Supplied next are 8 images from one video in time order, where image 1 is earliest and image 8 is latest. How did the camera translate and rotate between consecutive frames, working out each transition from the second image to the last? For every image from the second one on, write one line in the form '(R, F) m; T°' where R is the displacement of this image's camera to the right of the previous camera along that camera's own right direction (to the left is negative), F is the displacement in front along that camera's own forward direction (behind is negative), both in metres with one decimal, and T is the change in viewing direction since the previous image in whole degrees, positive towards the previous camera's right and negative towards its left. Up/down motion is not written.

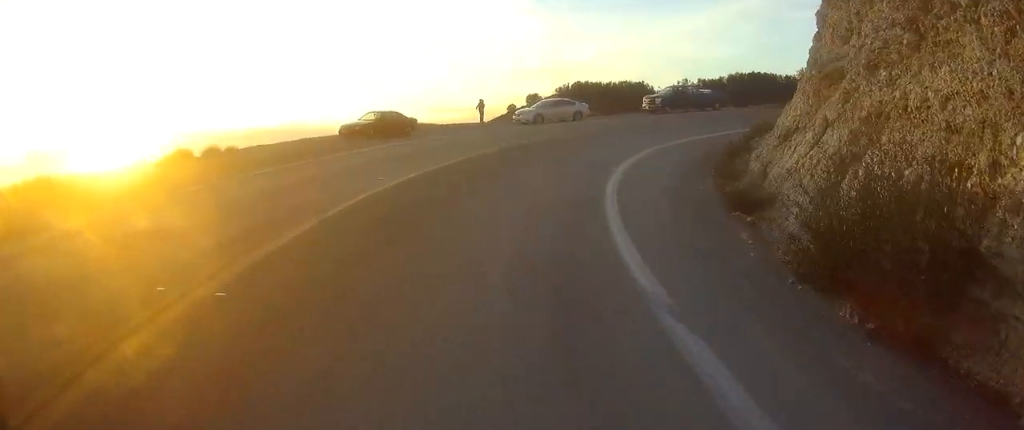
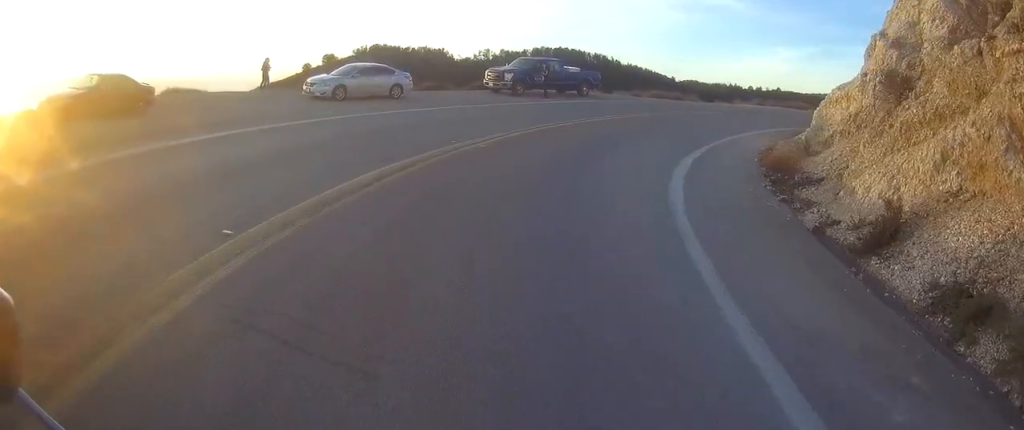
(+0.5, +15.1) m; +5°
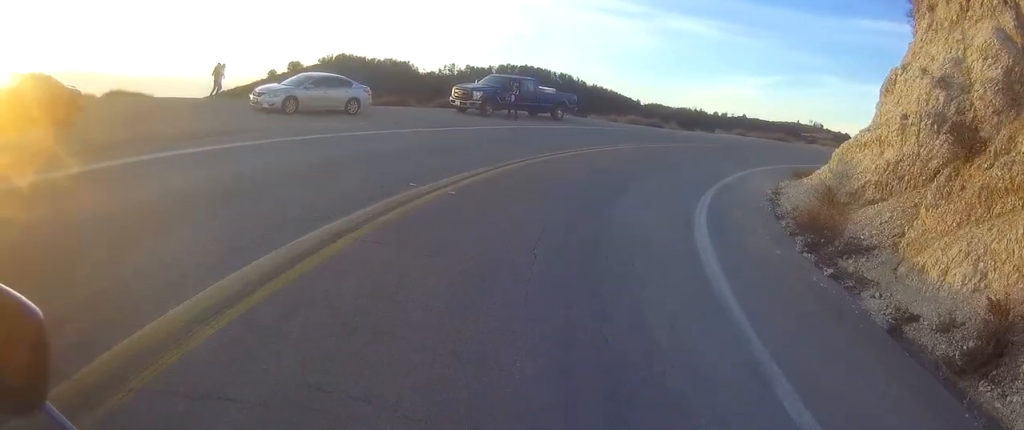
(0.0, +3.9) m; +3°
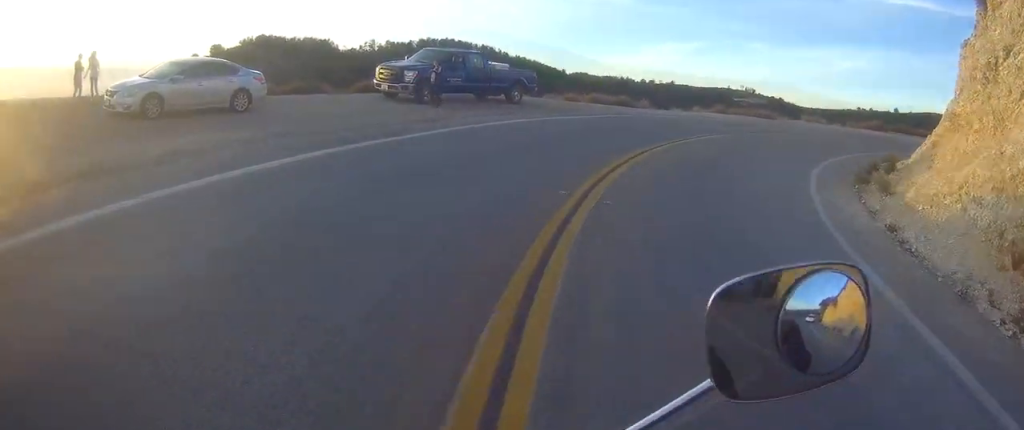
(+0.7, +9.5) m; +9°
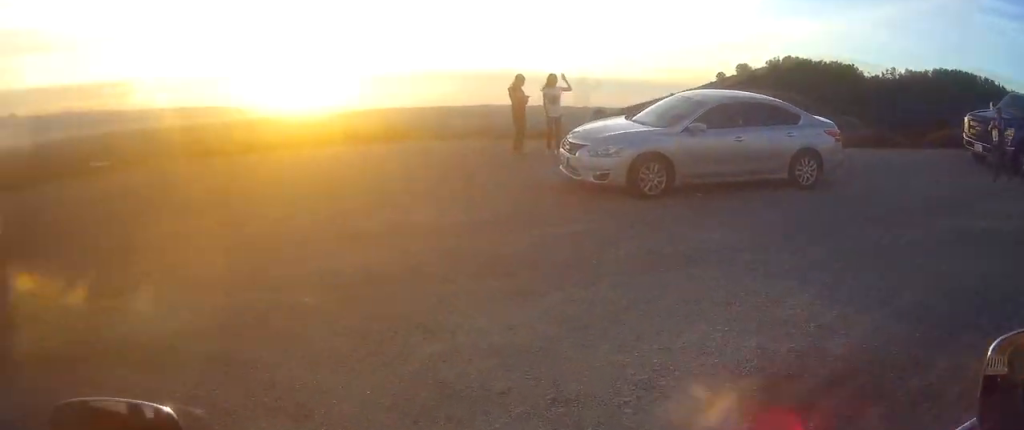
(+0.1, +8.3) m; -12°
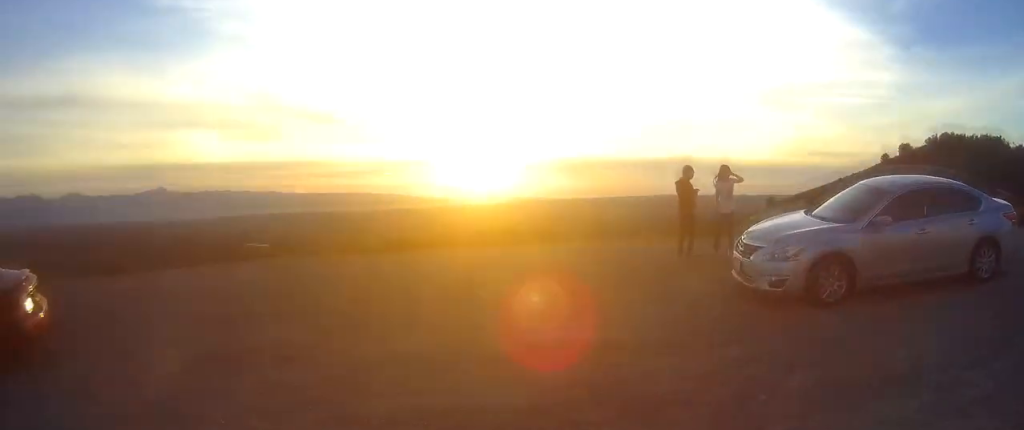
(-0.1, +1.7) m; -8°
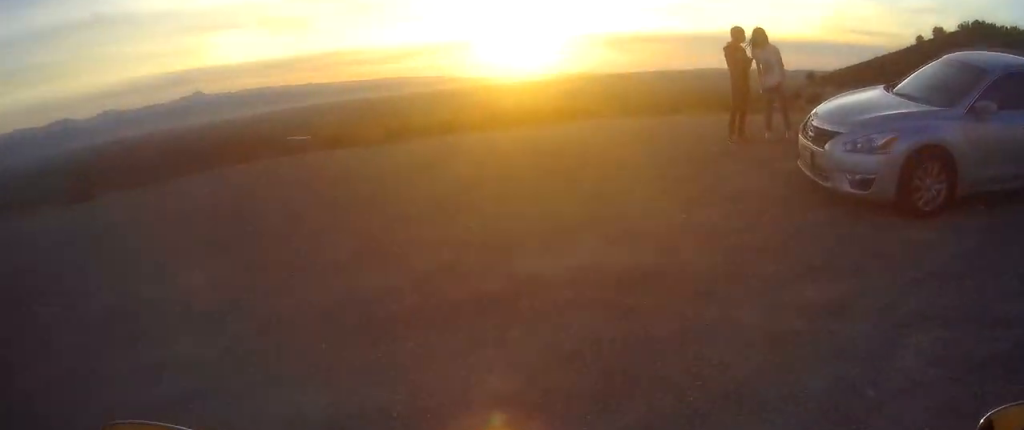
(-0.6, +2.6) m; -15°
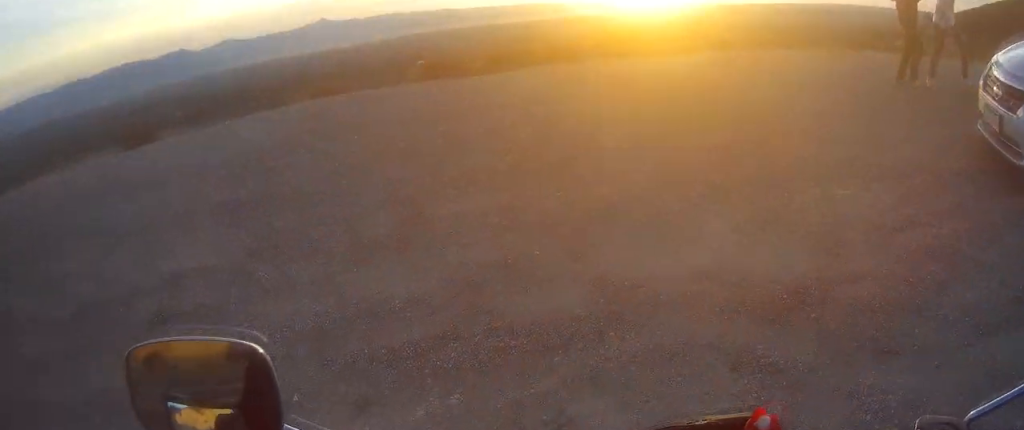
(-0.1, +2.3) m; -5°
